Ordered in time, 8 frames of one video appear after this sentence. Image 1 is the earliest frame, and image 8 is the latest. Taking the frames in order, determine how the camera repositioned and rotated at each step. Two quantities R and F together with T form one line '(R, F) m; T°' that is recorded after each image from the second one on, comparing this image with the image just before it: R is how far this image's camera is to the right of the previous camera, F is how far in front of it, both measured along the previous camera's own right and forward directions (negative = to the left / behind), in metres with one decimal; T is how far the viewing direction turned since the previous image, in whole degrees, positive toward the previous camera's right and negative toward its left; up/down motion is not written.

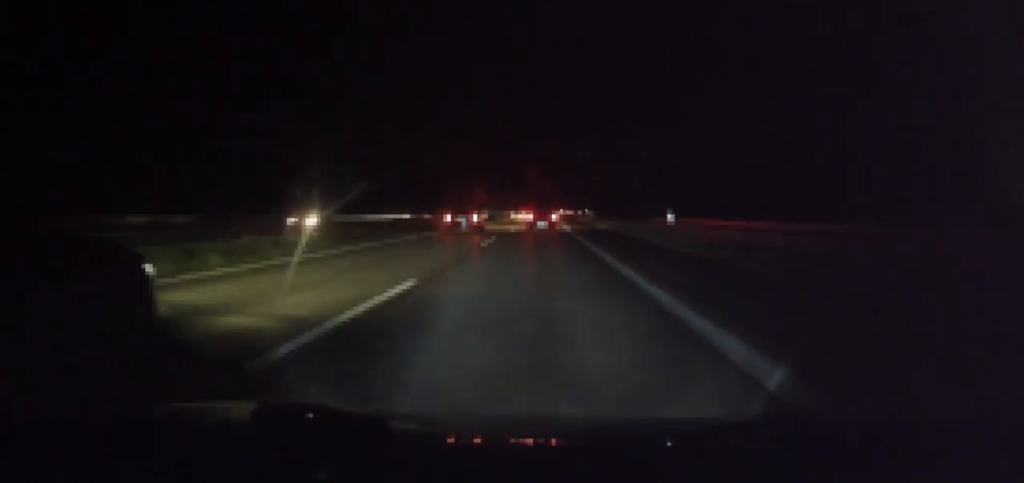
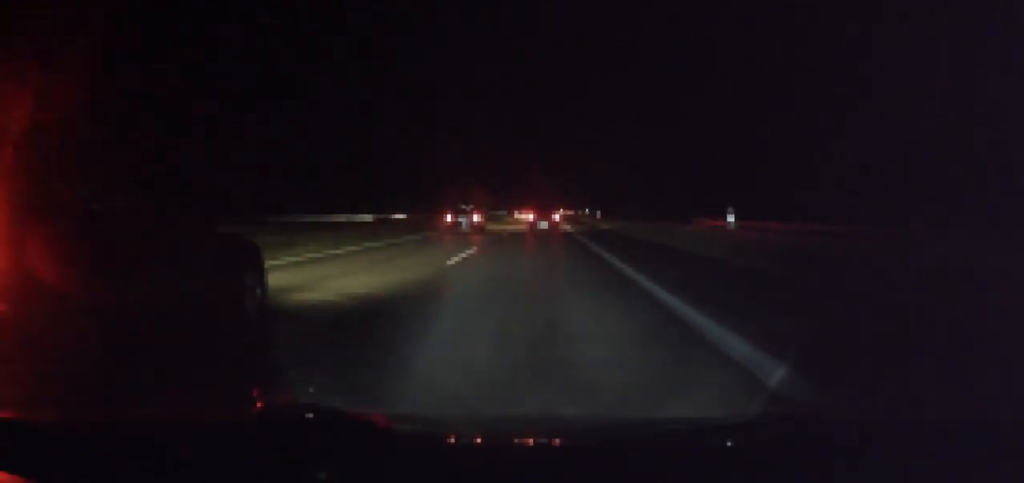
(+0.2, +8.8) m; 0°
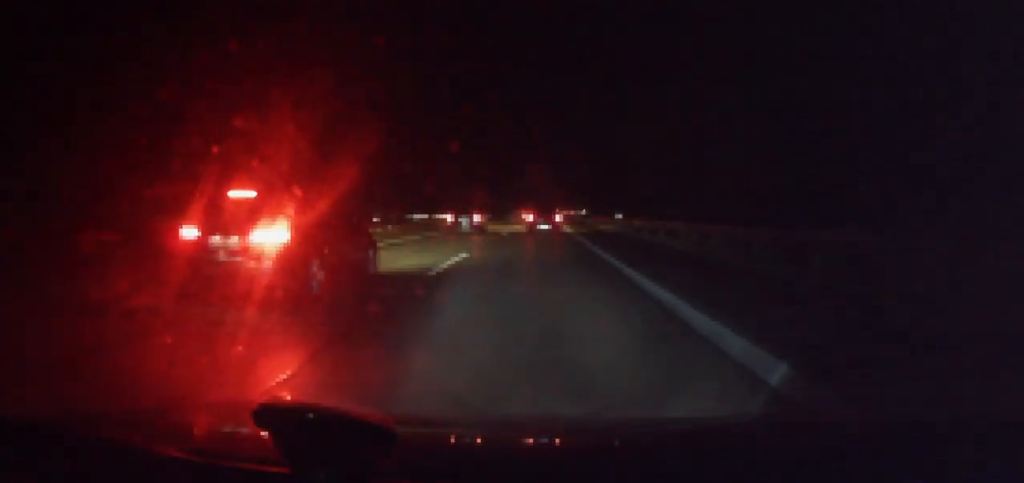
(+0.2, +20.7) m; +1°
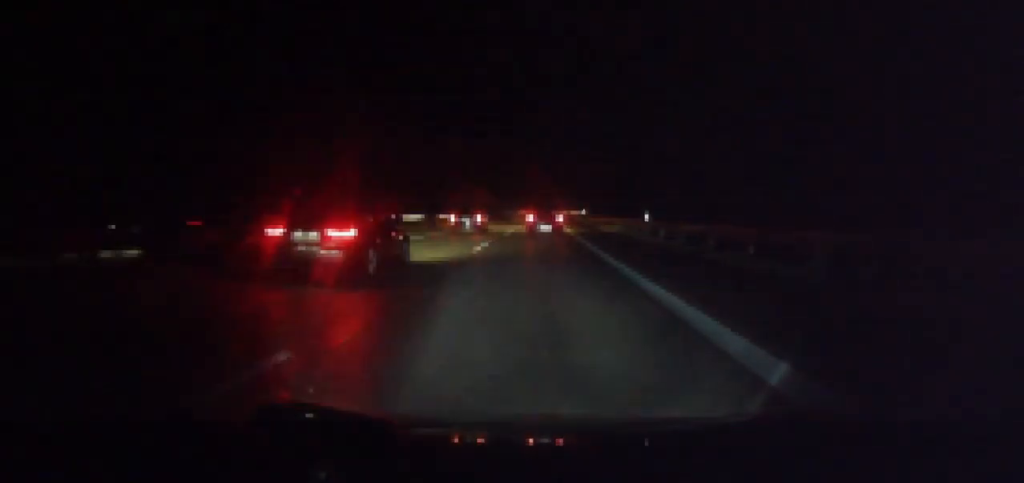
(-0.2, +12.7) m; 0°
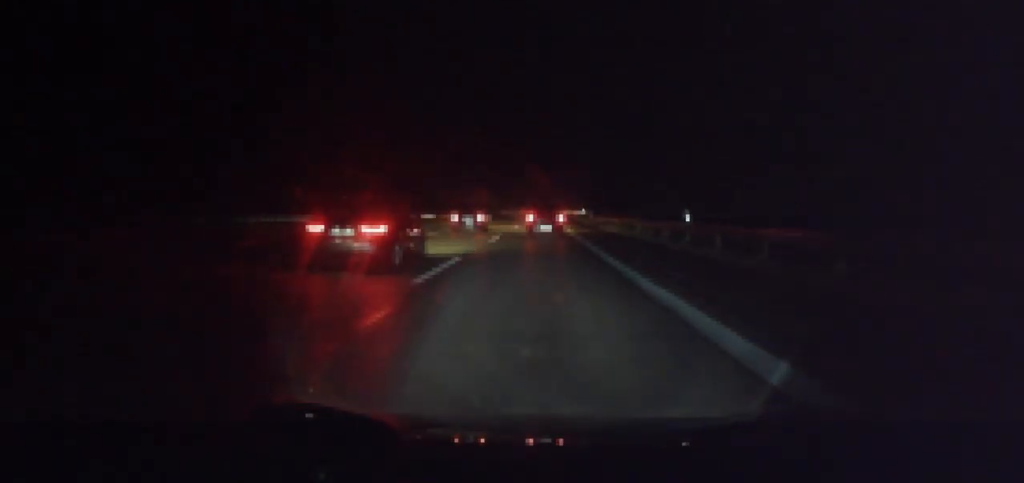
(+0.2, +9.1) m; 0°
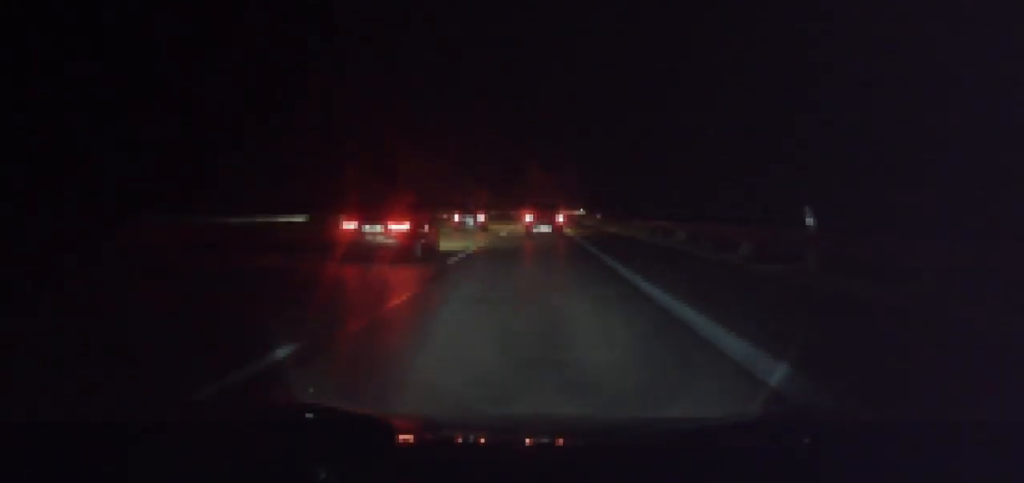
(+0.2, +11.5) m; 0°
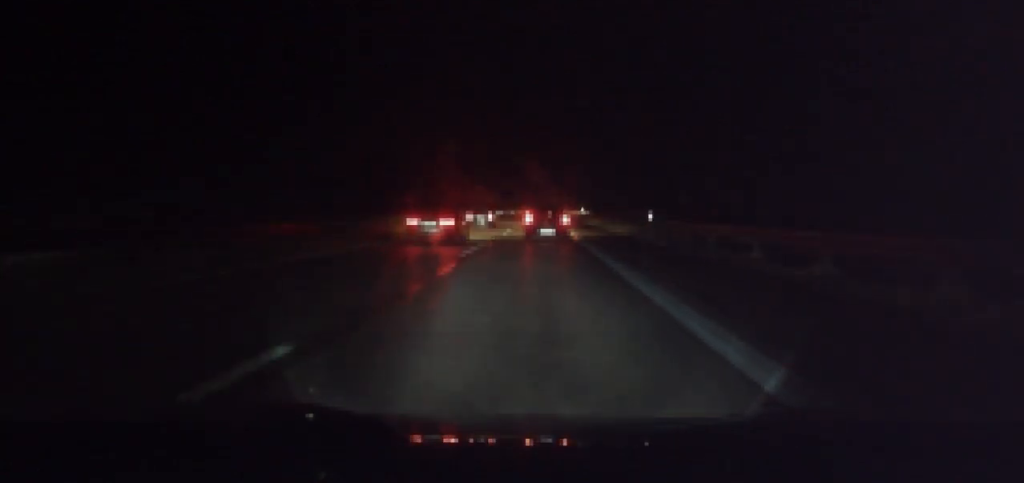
(0.0, +33.7) m; 0°
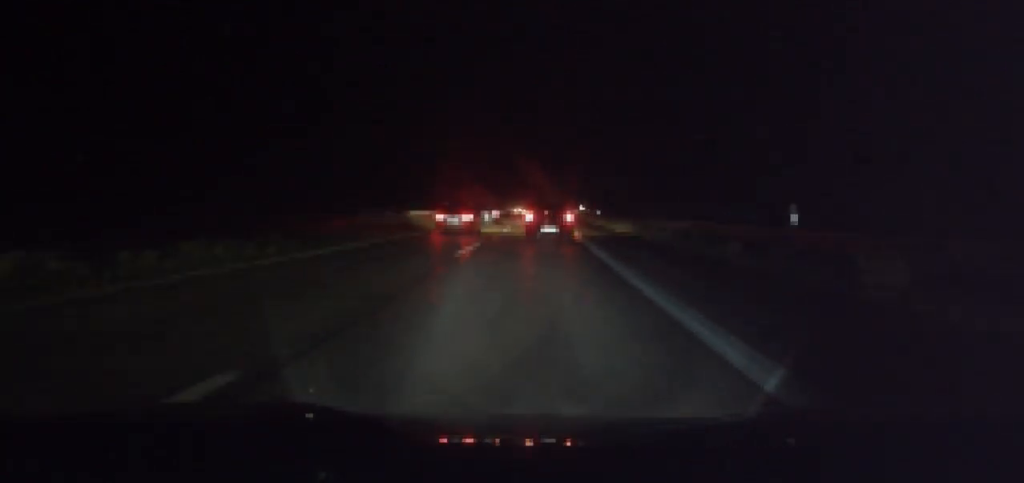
(-0.1, +18.7) m; 0°
